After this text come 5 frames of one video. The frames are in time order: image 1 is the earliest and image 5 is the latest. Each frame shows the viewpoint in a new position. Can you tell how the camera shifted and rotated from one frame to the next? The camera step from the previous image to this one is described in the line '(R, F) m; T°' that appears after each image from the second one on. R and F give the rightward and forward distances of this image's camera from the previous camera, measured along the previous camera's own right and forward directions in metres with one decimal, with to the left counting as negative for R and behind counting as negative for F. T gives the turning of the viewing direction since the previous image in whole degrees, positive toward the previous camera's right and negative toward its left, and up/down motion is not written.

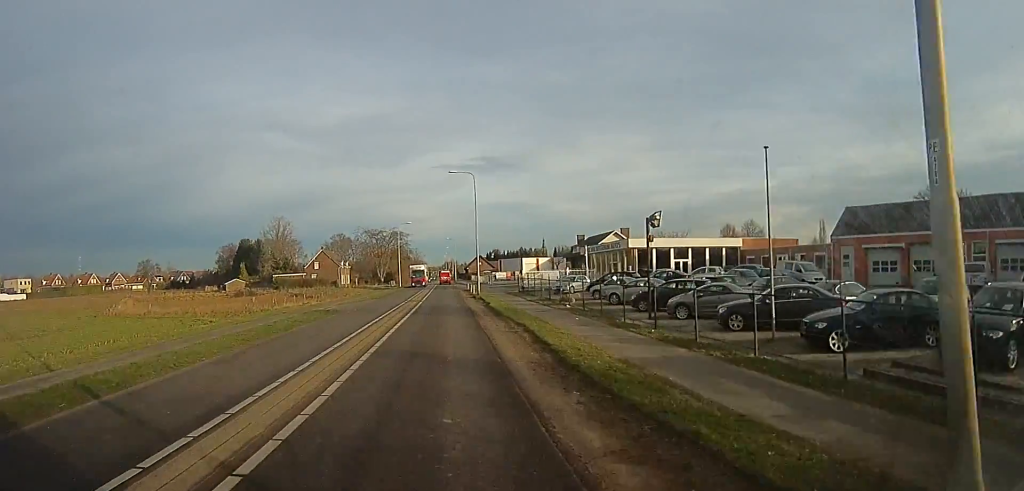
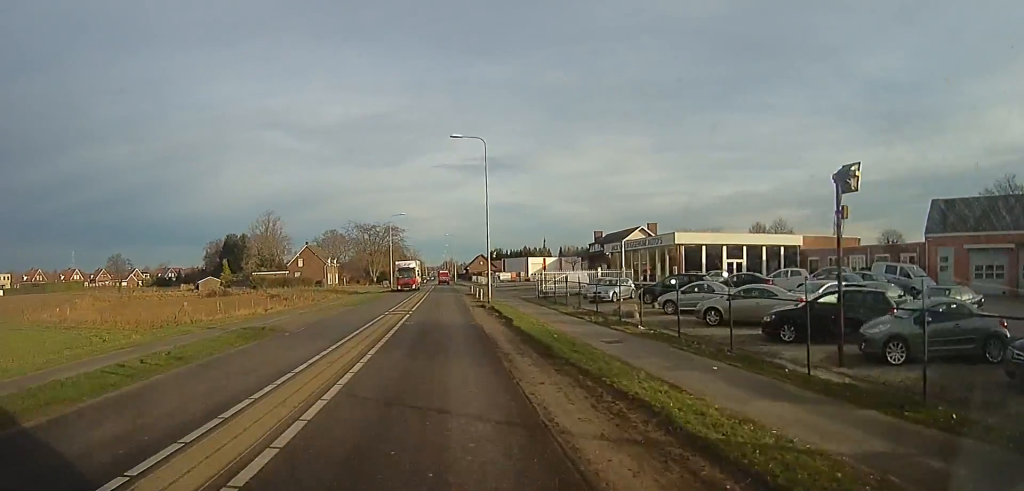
(+0.9, +10.8) m; +4°
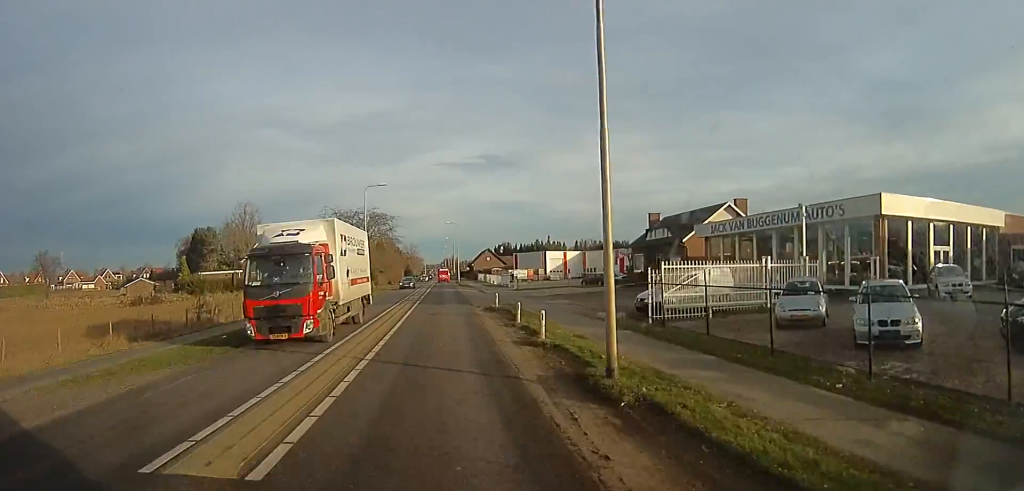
(+0.3, +21.7) m; 0°
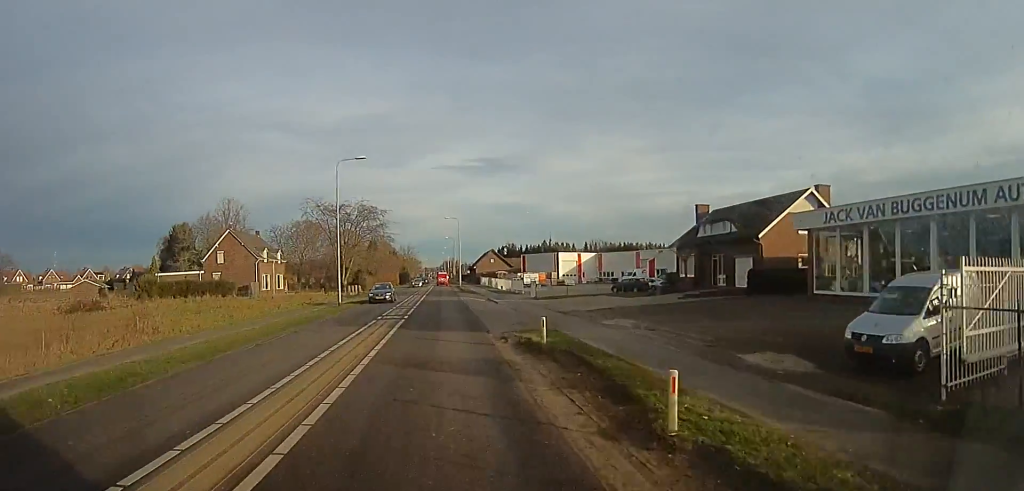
(-0.1, +12.0) m; -2°
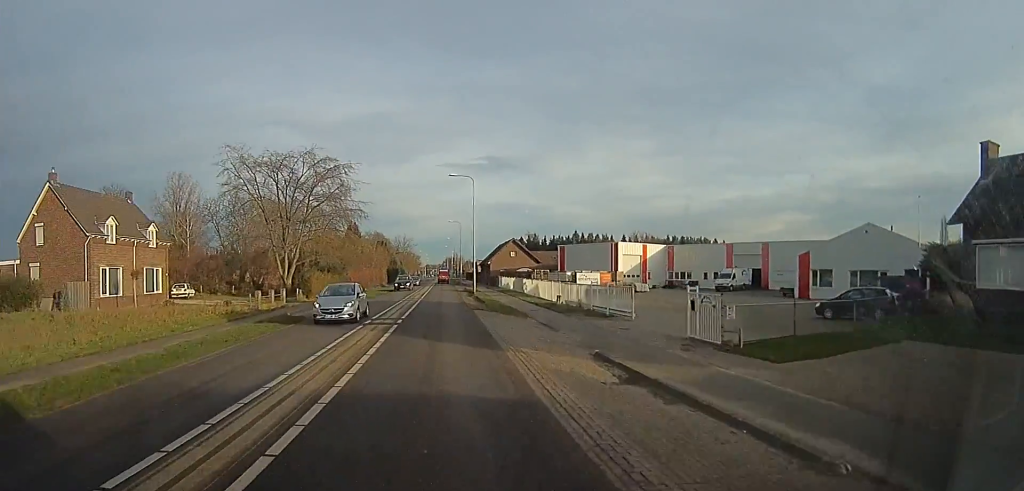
(-0.8, +30.5) m; +1°
